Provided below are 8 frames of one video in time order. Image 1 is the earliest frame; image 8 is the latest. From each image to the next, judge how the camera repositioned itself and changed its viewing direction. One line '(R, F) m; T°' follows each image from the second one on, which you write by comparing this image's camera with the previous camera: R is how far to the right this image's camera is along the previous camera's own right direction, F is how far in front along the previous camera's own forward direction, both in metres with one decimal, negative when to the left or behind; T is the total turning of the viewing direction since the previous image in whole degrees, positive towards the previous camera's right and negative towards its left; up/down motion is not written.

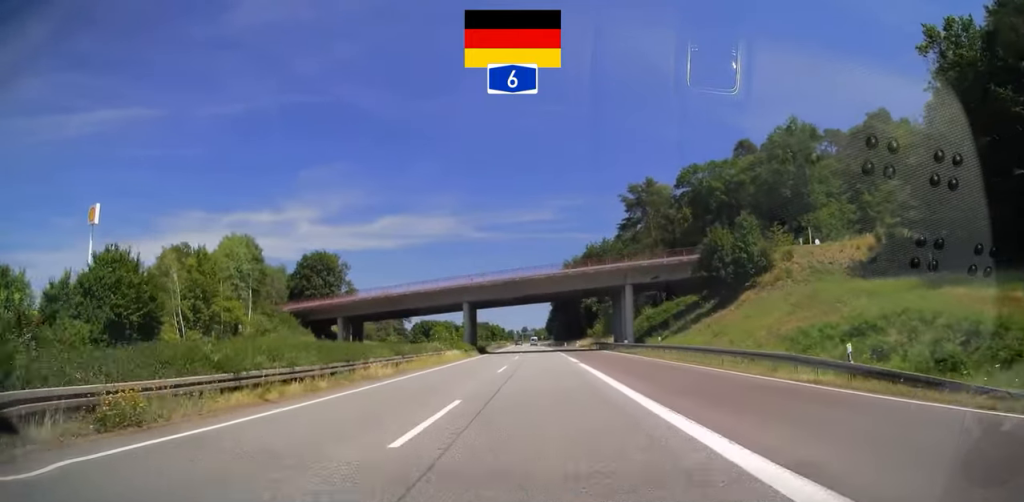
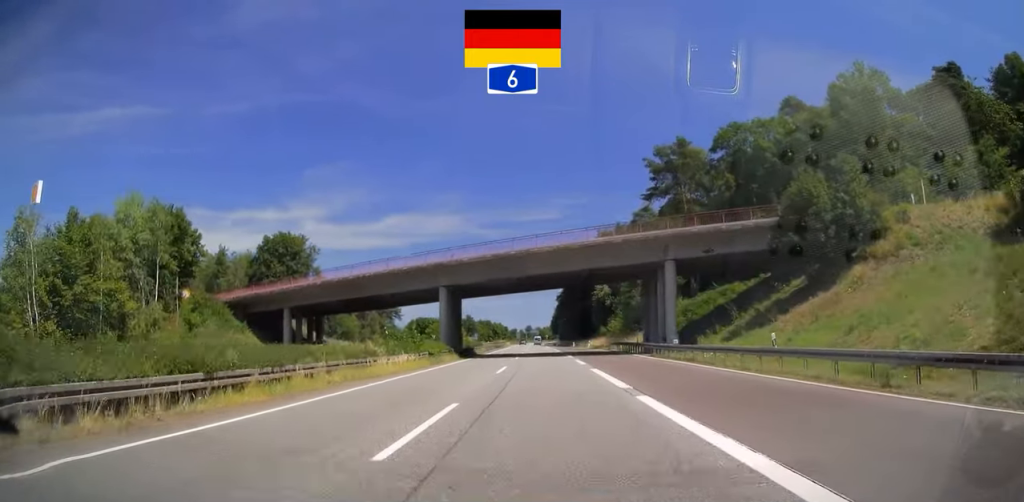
(-0.1, +19.3) m; -1°
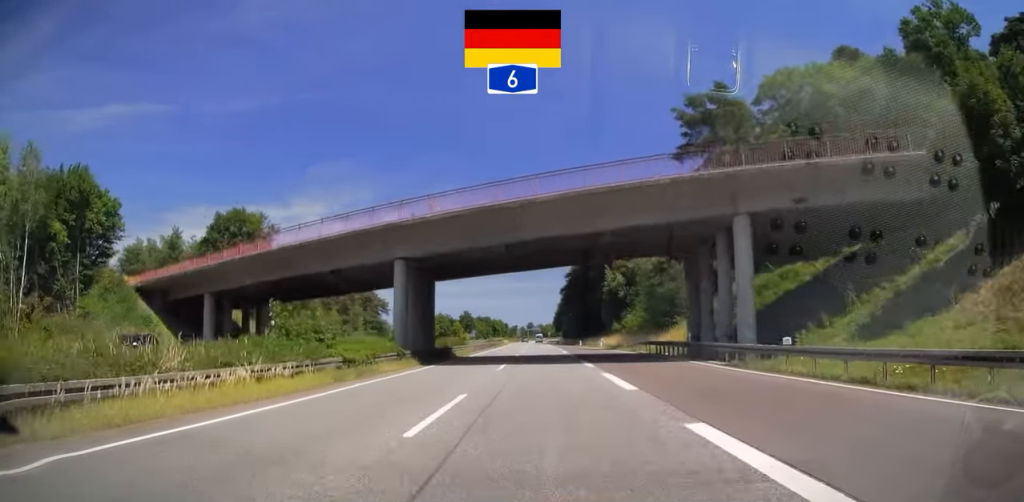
(-0.1, +16.8) m; 0°
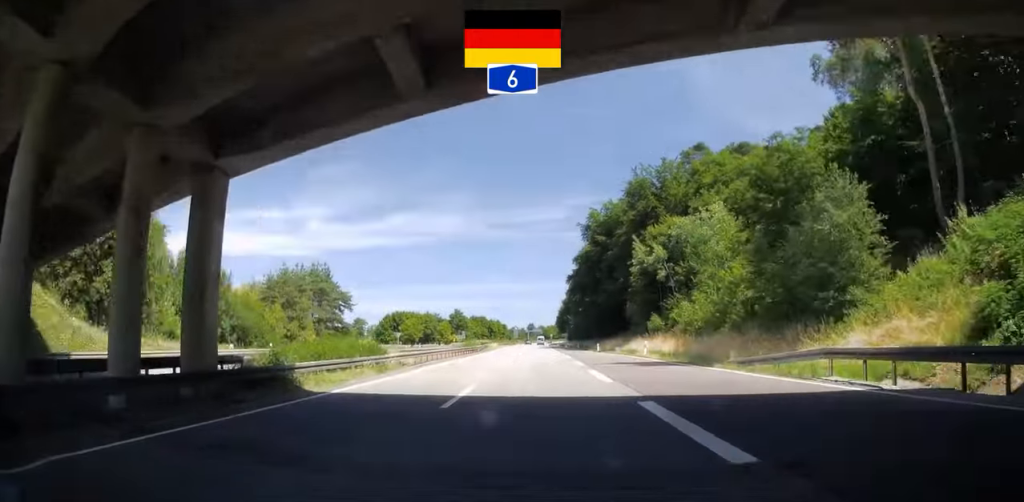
(0.0, +32.1) m; 0°
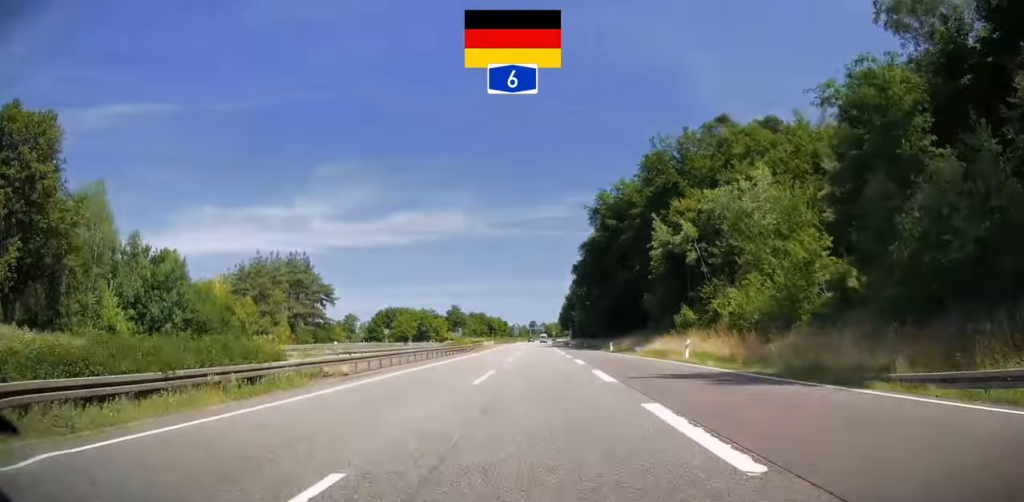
(0.0, +12.4) m; 0°
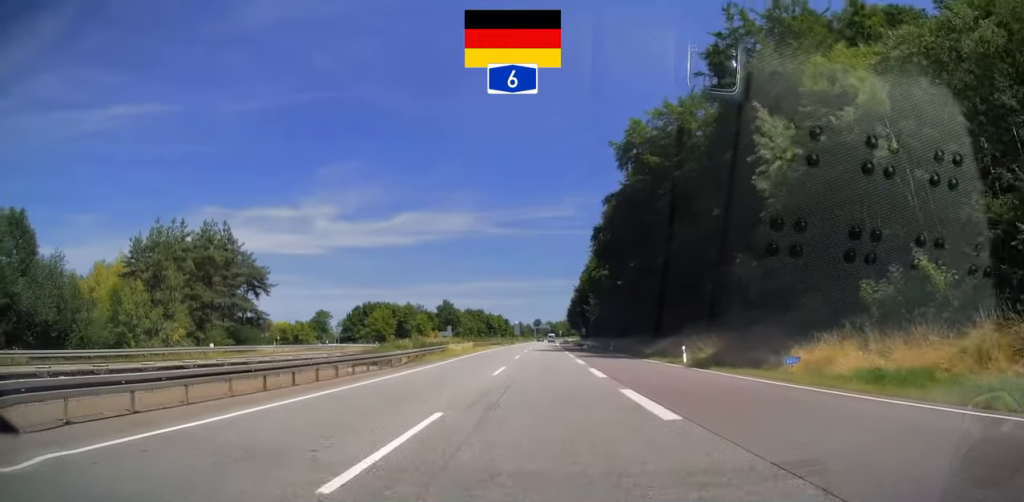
(-0.1, +31.1) m; -1°
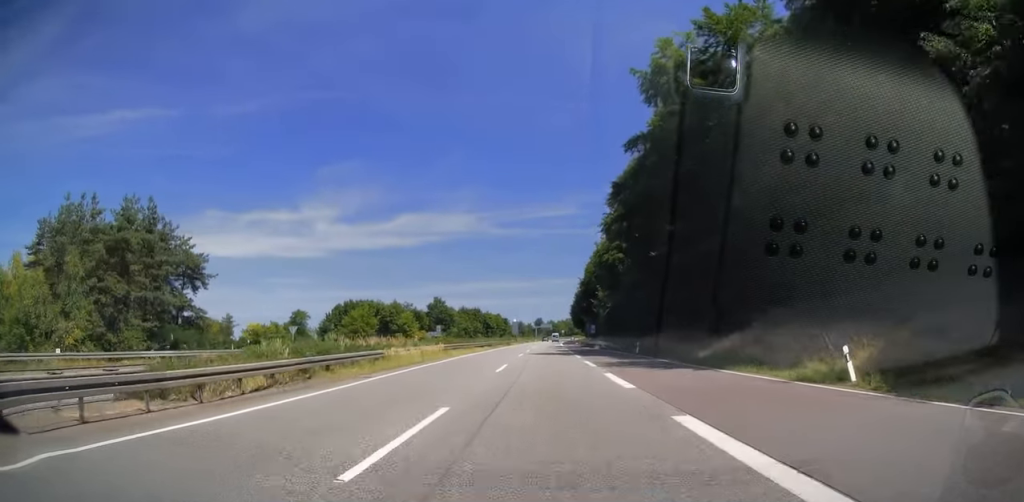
(-0.2, +17.8) m; 0°
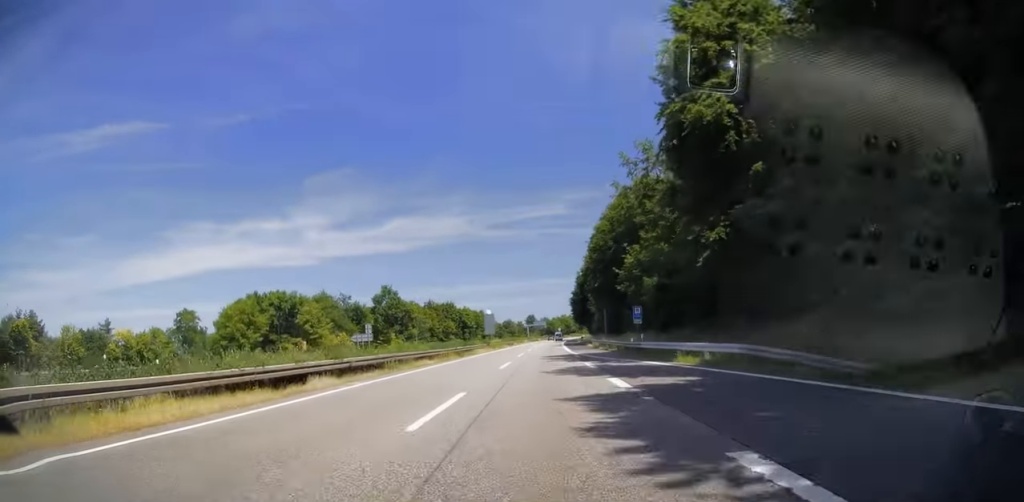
(+0.4, +50.3) m; +1°
